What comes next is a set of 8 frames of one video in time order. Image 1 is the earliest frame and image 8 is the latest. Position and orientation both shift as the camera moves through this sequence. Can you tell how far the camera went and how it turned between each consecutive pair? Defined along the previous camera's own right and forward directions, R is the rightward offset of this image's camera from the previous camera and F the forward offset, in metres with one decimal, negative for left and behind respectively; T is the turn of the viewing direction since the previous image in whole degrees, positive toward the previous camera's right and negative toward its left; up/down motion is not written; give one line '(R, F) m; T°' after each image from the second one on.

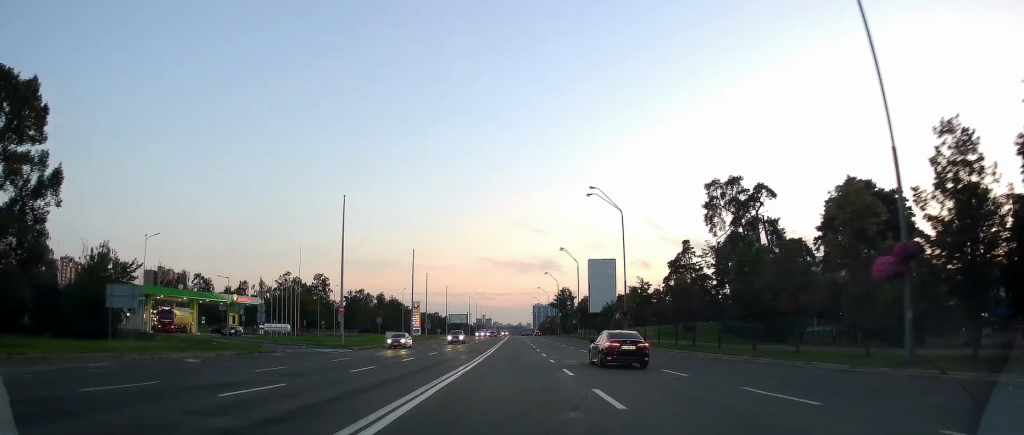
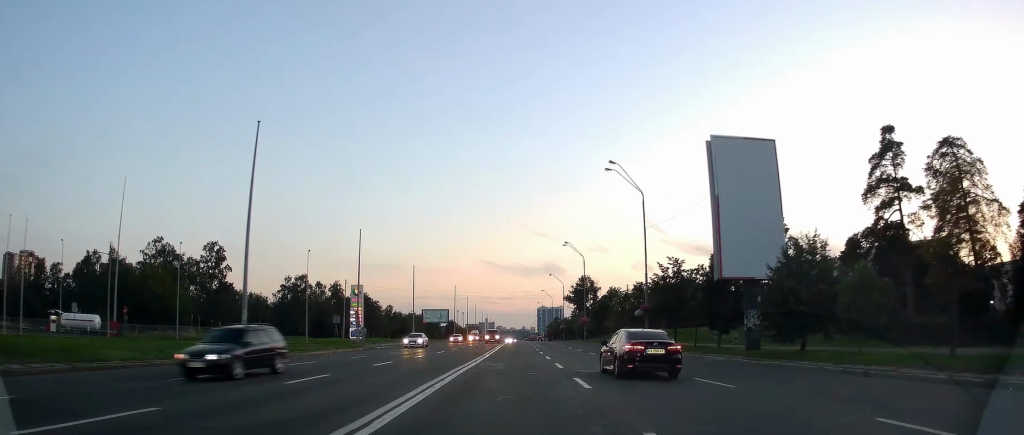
(0.0, +60.4) m; 0°
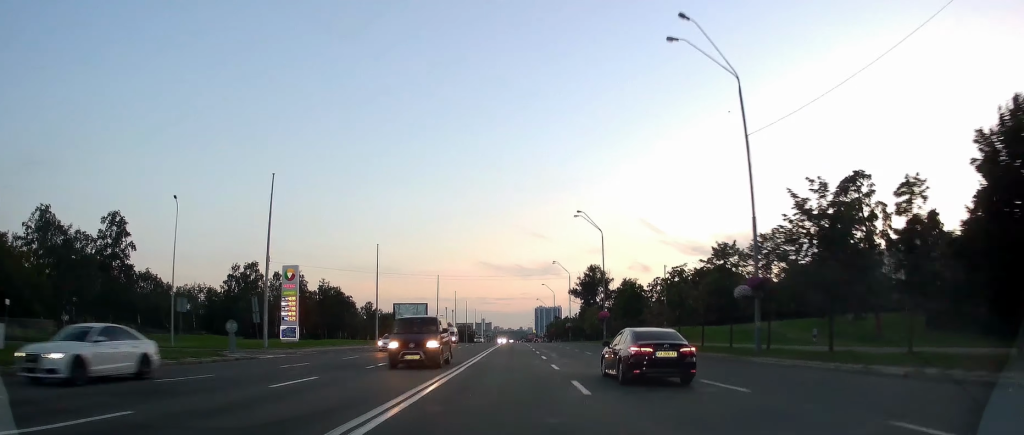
(-0.1, +27.1) m; 0°
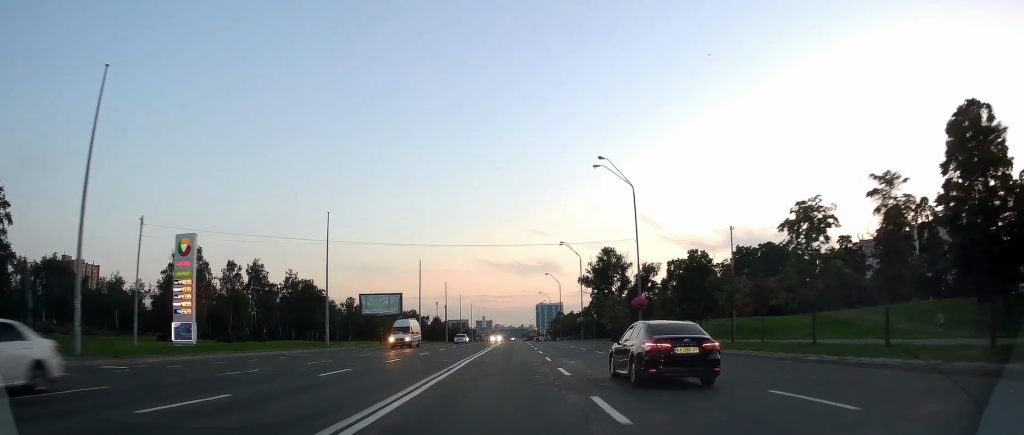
(-0.3, +24.6) m; +1°
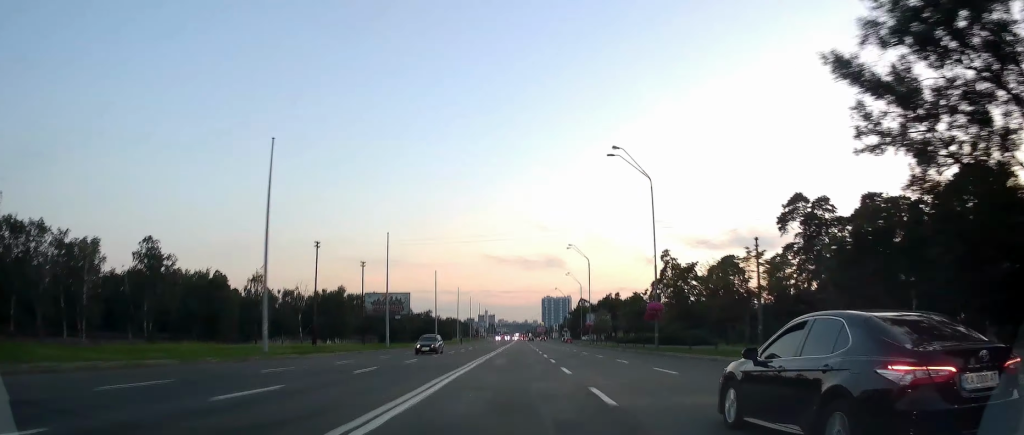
(-1.2, +103.9) m; -1°
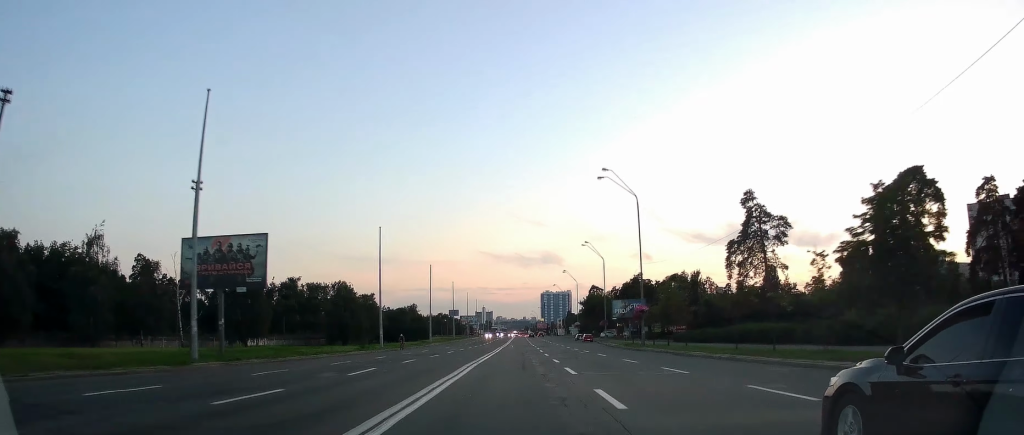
(+0.7, +47.0) m; +1°
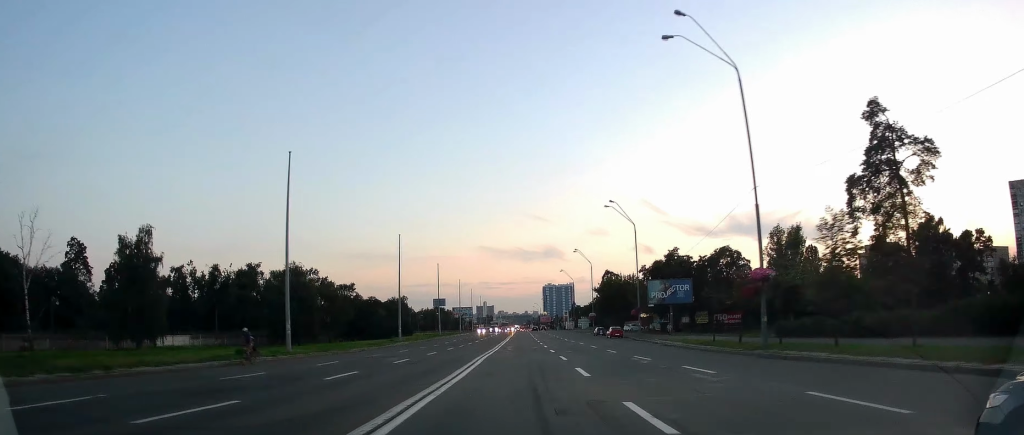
(+0.5, +28.3) m; 0°
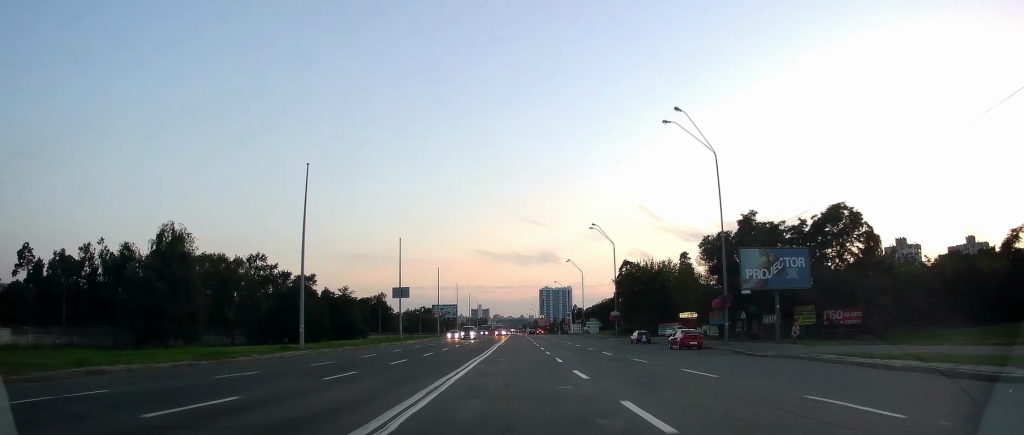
(-0.8, +35.2) m; -1°
